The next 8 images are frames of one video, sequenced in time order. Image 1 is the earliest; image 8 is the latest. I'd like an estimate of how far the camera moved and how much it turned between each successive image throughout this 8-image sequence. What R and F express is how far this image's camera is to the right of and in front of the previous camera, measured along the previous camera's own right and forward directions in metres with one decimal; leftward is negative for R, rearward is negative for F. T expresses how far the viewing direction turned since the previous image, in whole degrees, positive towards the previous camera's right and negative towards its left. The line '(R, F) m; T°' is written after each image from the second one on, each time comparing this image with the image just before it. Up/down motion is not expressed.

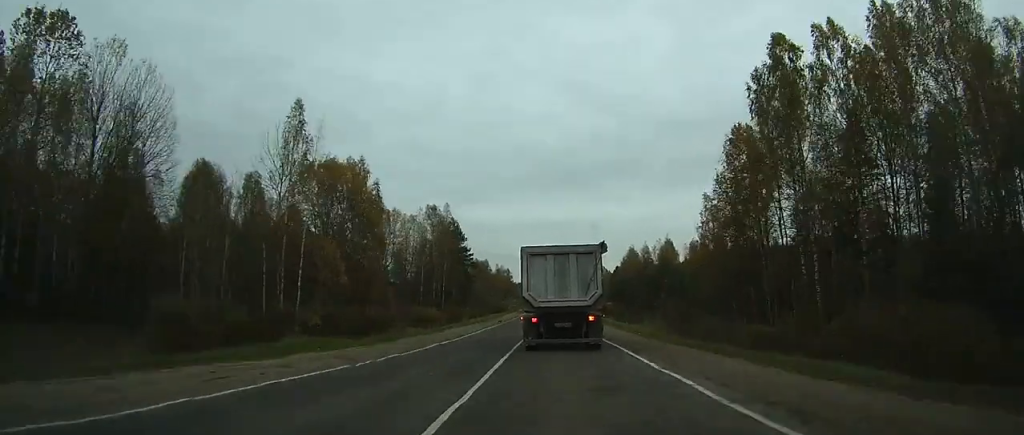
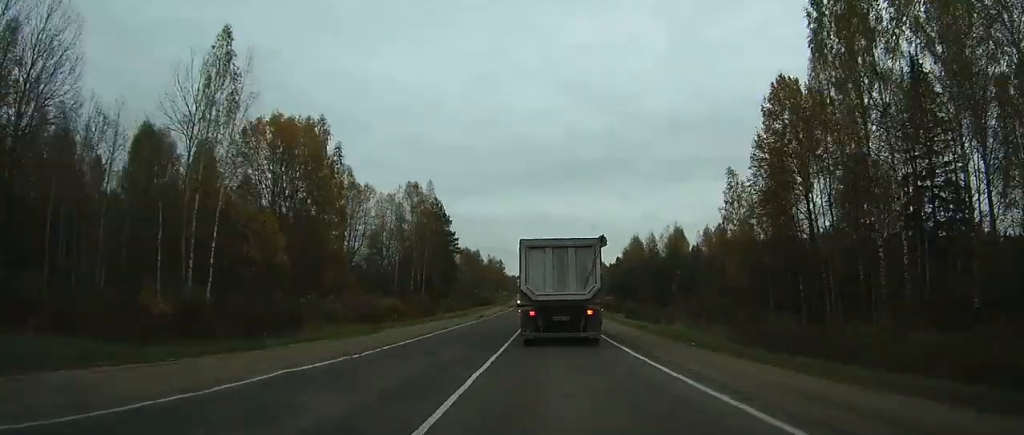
(0.0, +14.1) m; 0°
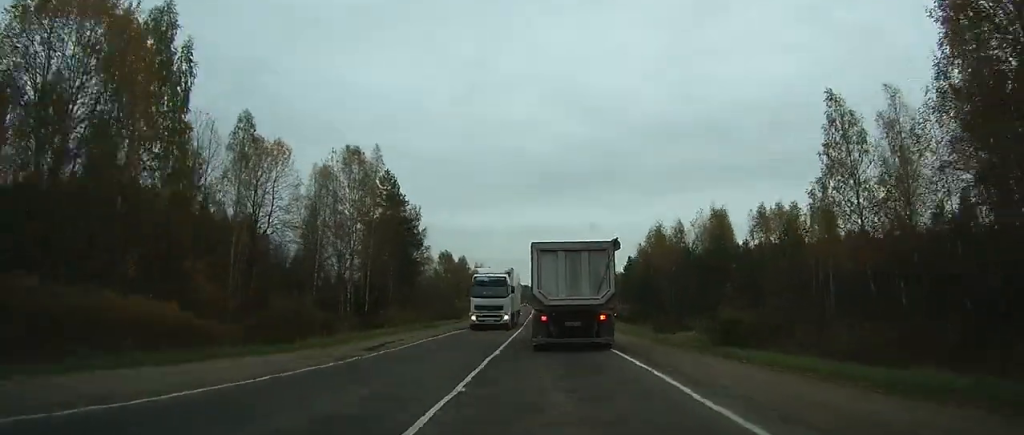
(0.0, +30.1) m; 0°
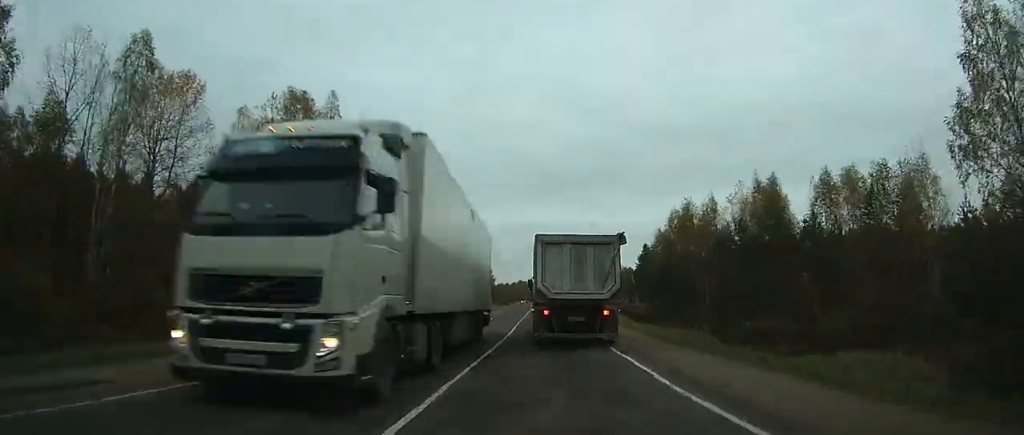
(0.0, +17.7) m; 0°
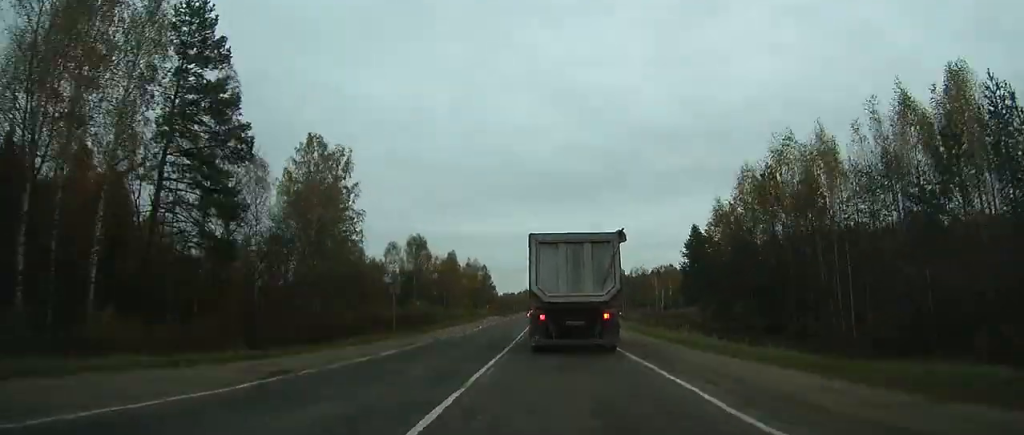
(-0.1, +28.4) m; 0°
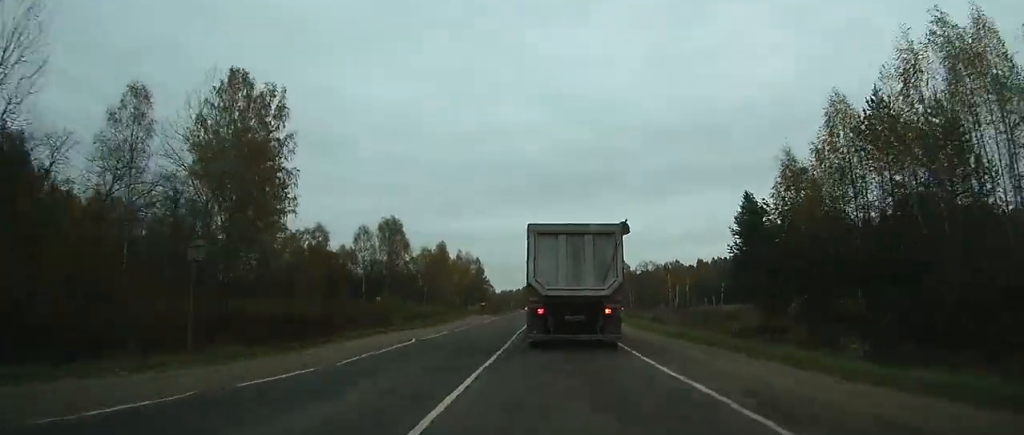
(0.0, +18.4) m; 0°
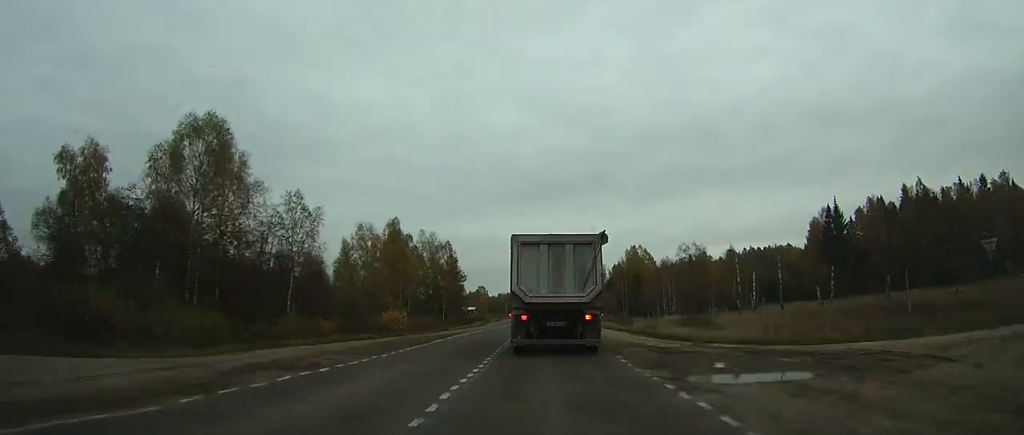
(+0.1, +57.3) m; 0°
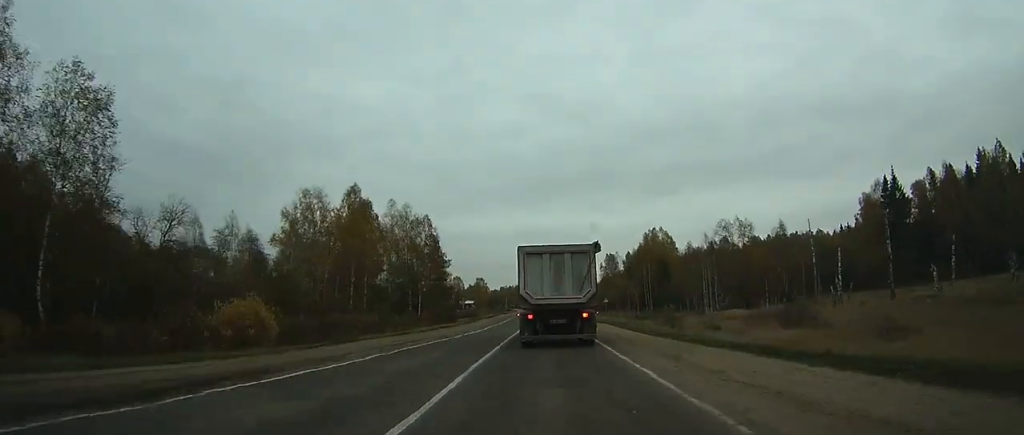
(0.0, +29.1) m; 0°
